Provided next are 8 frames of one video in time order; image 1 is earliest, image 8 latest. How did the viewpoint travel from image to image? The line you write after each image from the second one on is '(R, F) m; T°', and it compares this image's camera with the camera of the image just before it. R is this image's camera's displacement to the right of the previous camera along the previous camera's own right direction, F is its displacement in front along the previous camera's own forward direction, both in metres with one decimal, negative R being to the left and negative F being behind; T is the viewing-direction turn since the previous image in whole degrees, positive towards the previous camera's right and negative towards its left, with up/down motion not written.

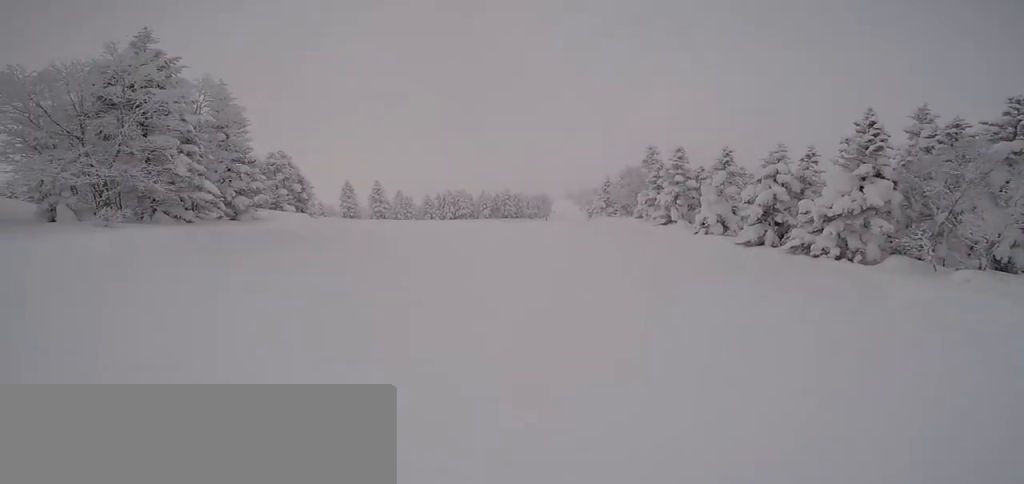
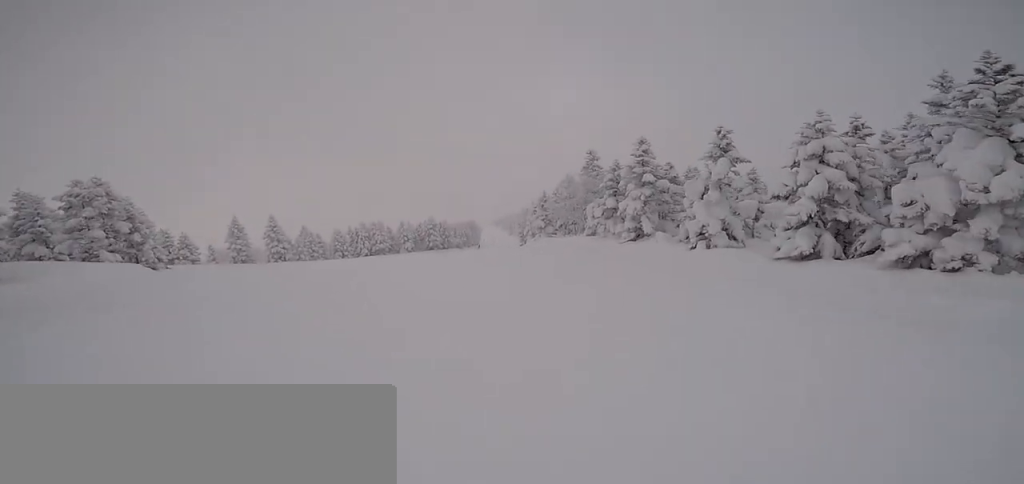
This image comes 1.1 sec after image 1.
(0.0, +8.3) m; 0°
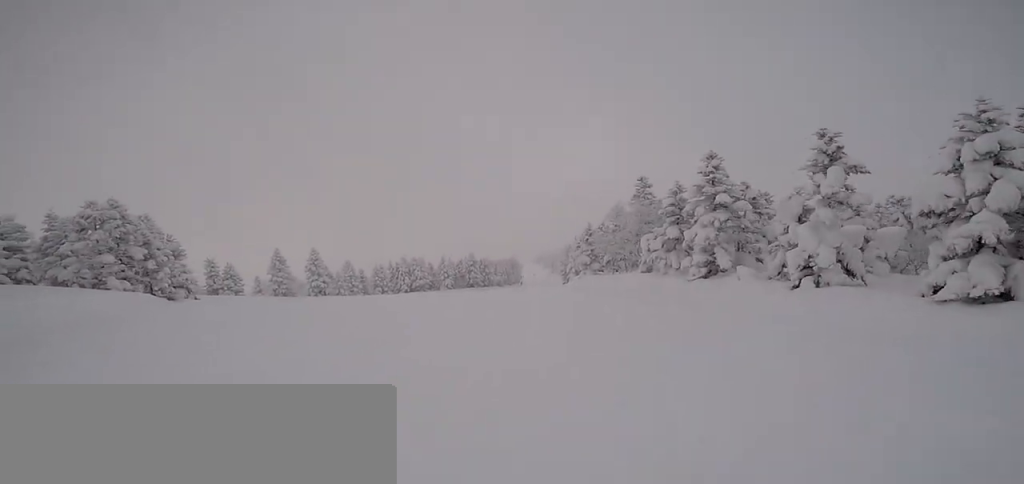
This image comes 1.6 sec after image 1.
(0.0, +3.6) m; 0°
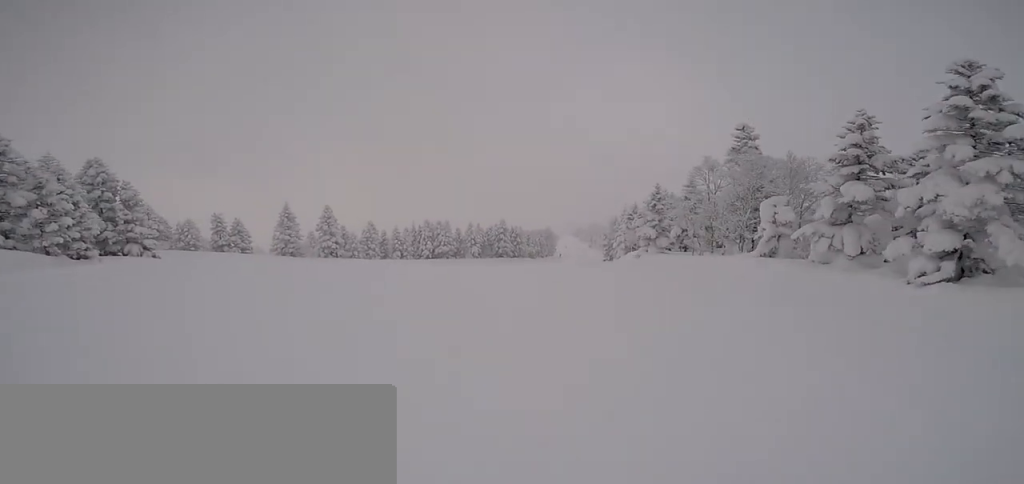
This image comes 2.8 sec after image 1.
(0.0, +9.2) m; 0°
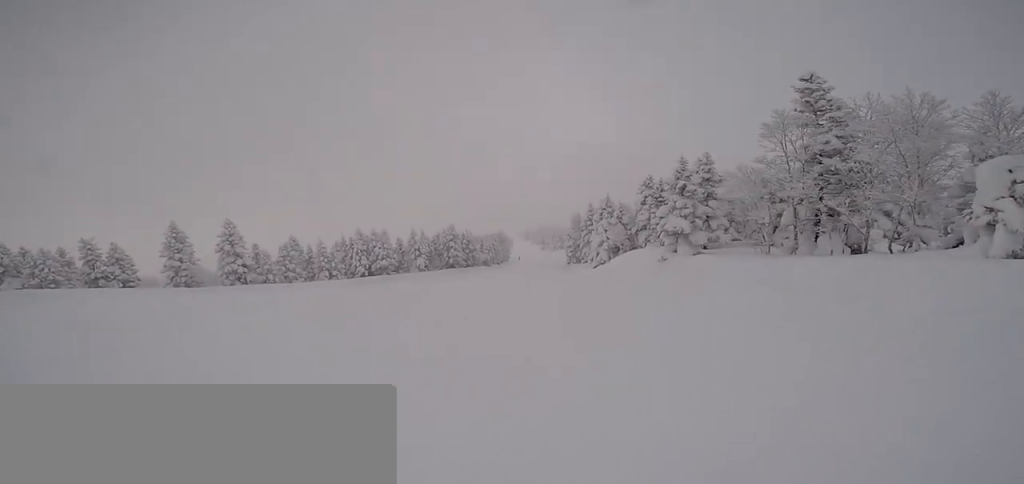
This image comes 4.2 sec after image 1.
(0.0, +10.4) m; 0°
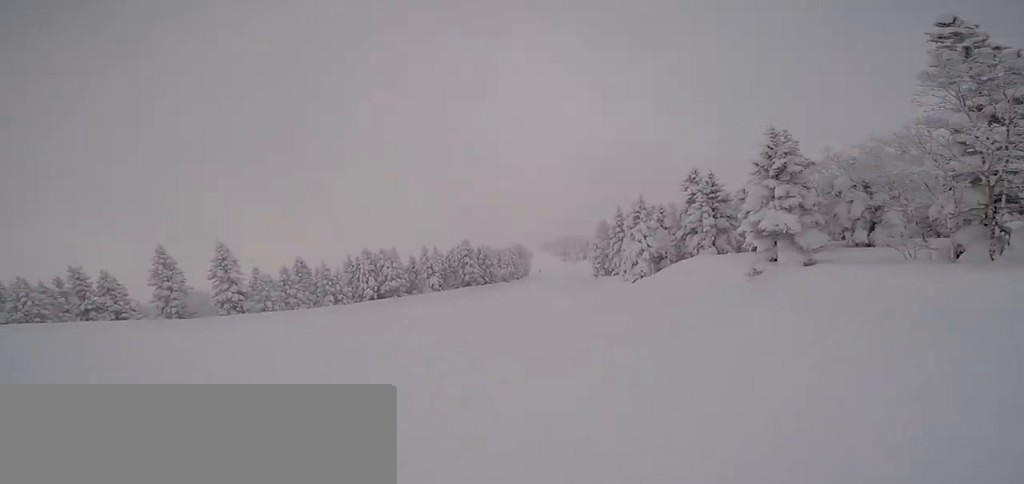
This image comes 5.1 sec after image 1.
(0.0, +6.8) m; 0°
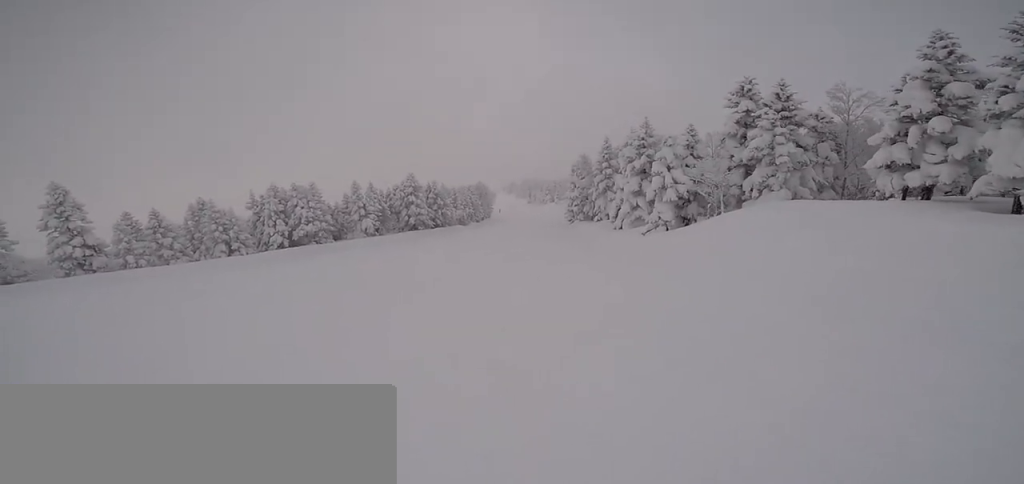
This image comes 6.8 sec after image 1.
(+0.2, +13.3) m; +8°
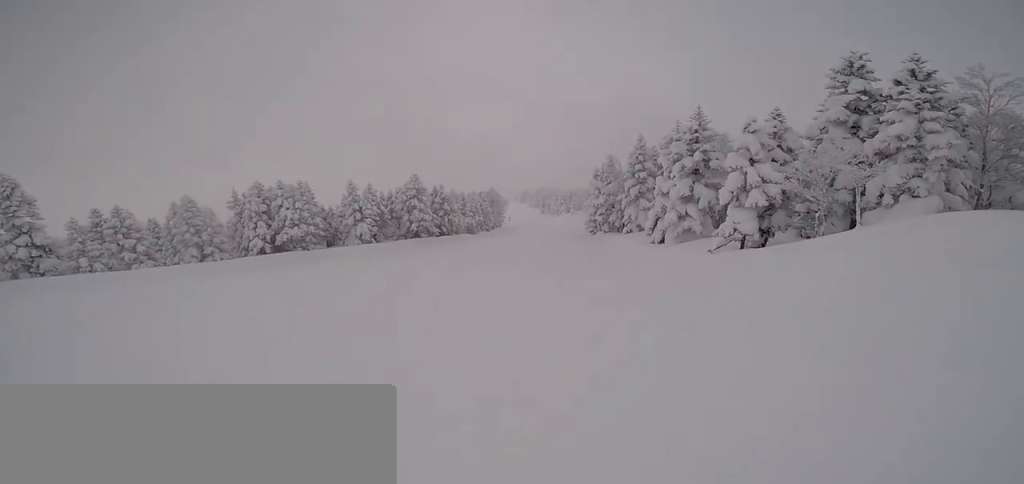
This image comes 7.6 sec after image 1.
(+0.6, +6.8) m; 0°
